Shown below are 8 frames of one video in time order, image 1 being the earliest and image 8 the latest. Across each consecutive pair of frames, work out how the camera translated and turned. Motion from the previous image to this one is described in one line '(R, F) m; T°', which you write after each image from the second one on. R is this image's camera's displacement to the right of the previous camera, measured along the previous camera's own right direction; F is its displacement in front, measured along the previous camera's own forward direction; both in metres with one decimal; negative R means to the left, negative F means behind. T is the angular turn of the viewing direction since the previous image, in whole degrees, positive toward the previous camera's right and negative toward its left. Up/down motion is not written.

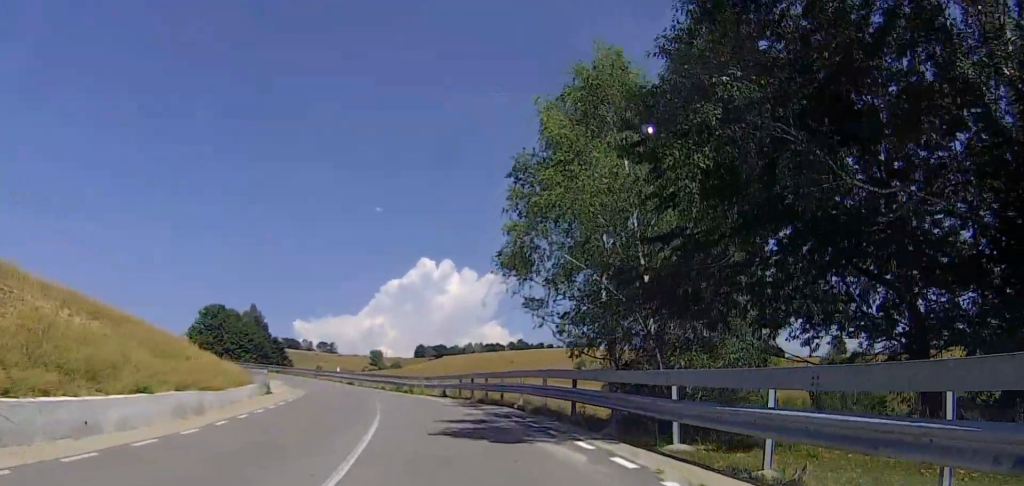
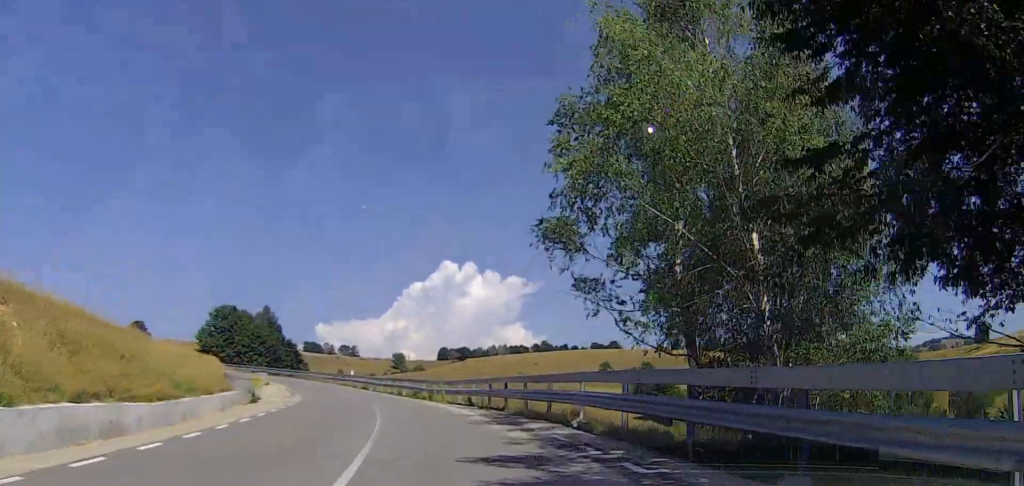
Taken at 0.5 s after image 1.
(+0.1, +6.3) m; -1°
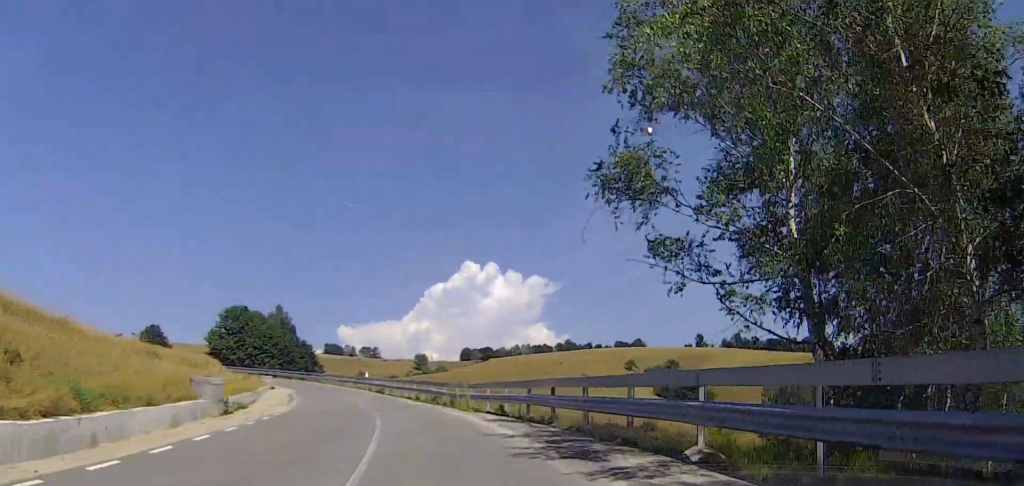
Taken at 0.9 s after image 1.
(+0.2, +6.1) m; -3°
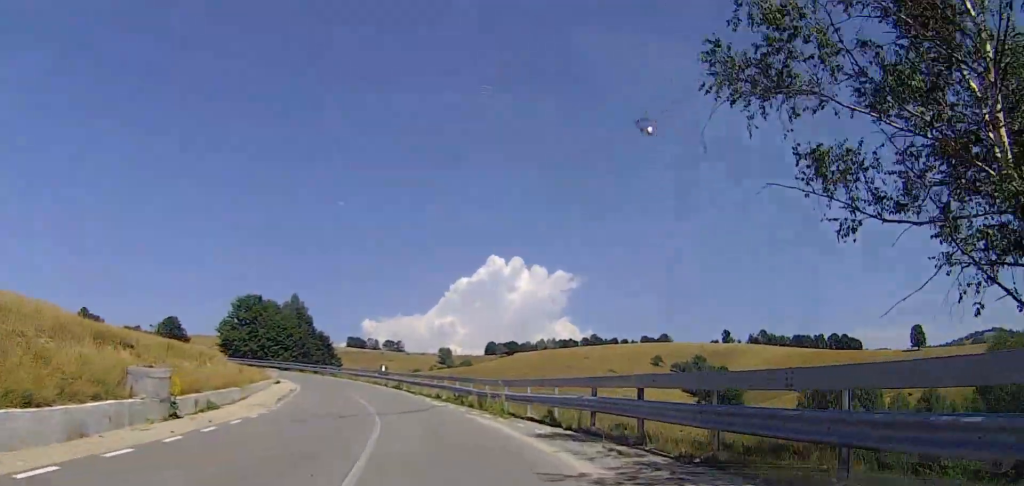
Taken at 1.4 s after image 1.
(-0.2, +6.2) m; -3°
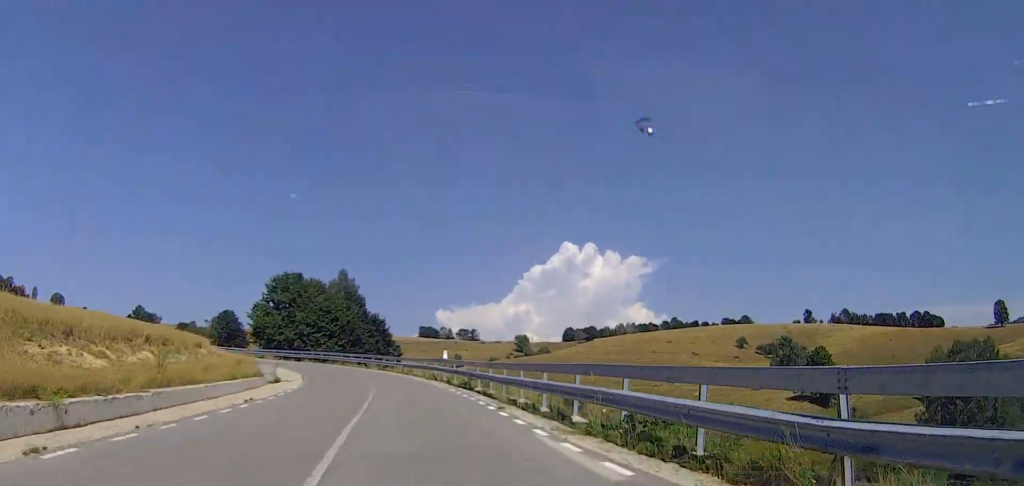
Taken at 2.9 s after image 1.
(-1.5, +20.6) m; -5°
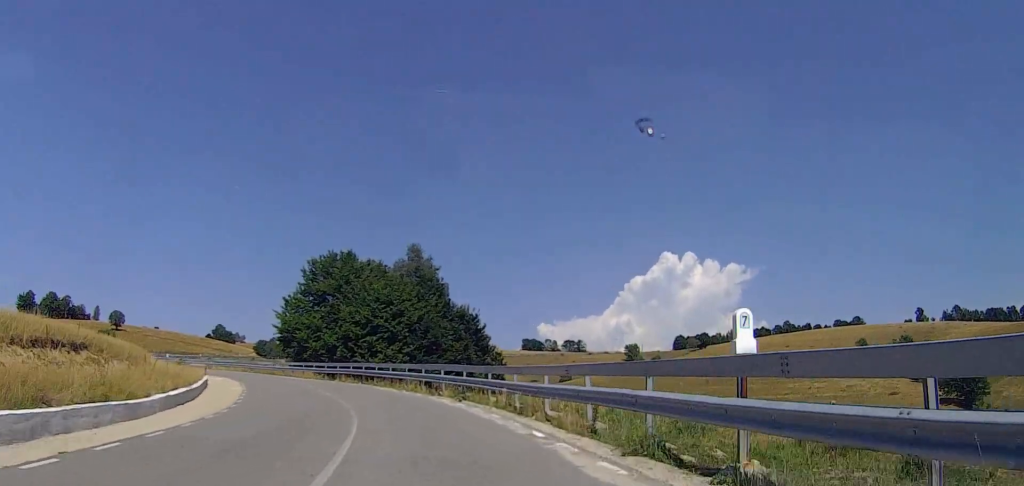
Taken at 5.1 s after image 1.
(-2.9, +30.5) m; -12°
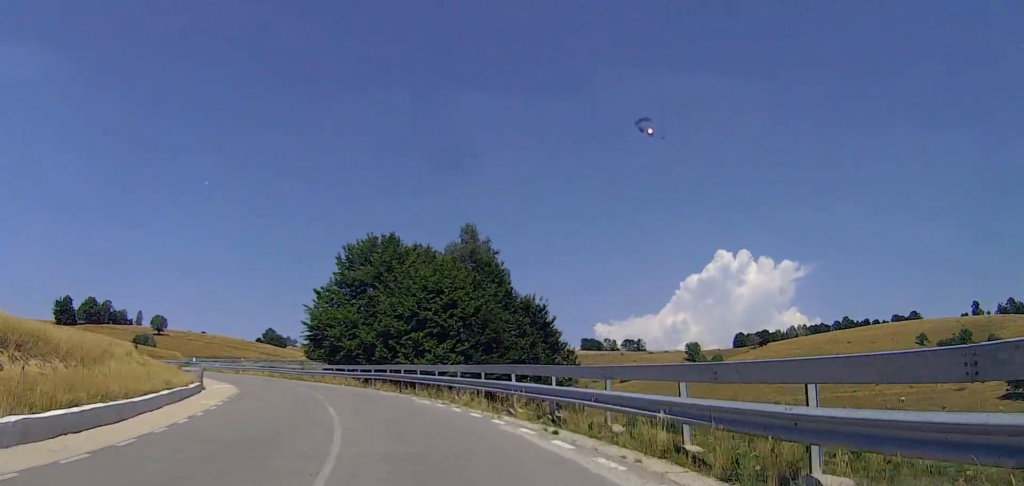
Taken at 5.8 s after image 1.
(-0.2, +9.8) m; -2°
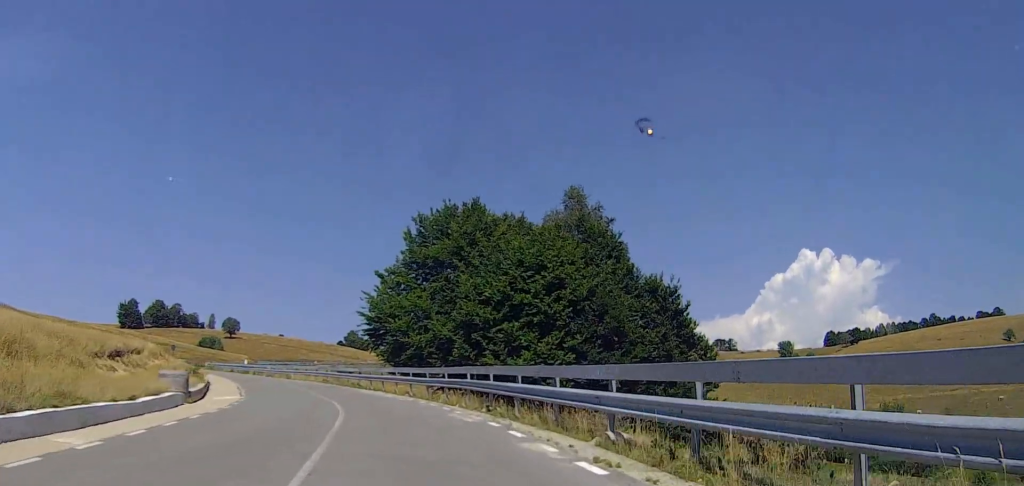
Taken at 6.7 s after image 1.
(-0.4, +12.6) m; -6°
